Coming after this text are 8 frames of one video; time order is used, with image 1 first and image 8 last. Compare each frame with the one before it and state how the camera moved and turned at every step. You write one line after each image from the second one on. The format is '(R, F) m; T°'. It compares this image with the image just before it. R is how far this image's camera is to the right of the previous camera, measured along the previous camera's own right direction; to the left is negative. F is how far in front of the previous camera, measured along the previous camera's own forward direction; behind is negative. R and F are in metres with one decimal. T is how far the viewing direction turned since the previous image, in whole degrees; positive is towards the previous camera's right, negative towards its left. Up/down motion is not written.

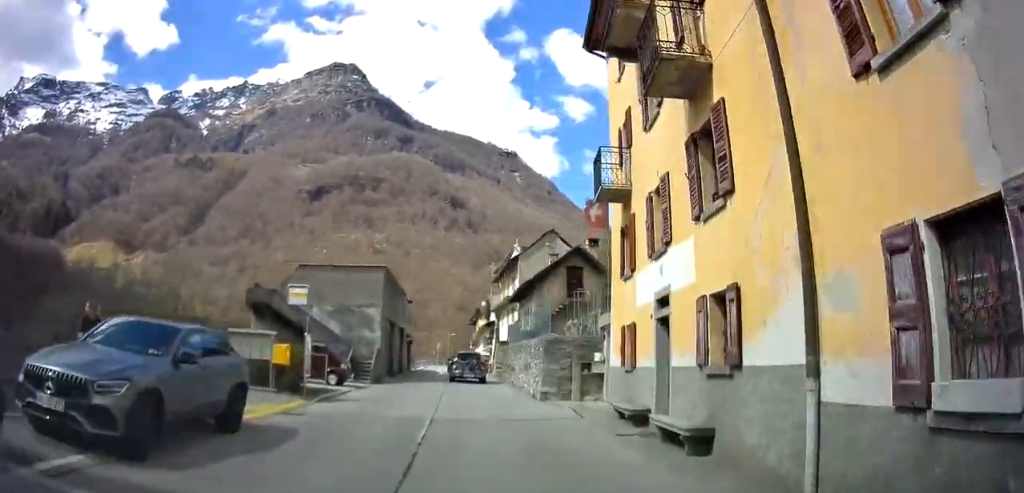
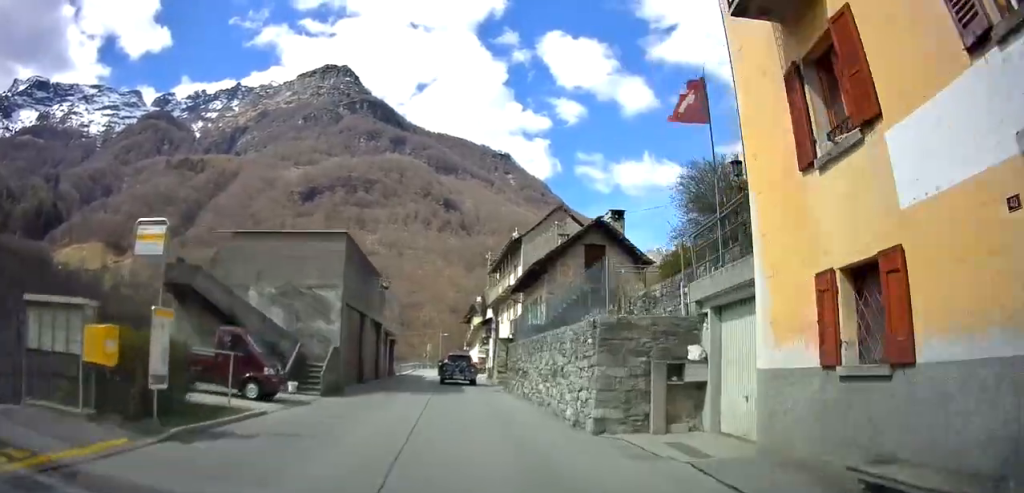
(+0.4, +8.4) m; 0°
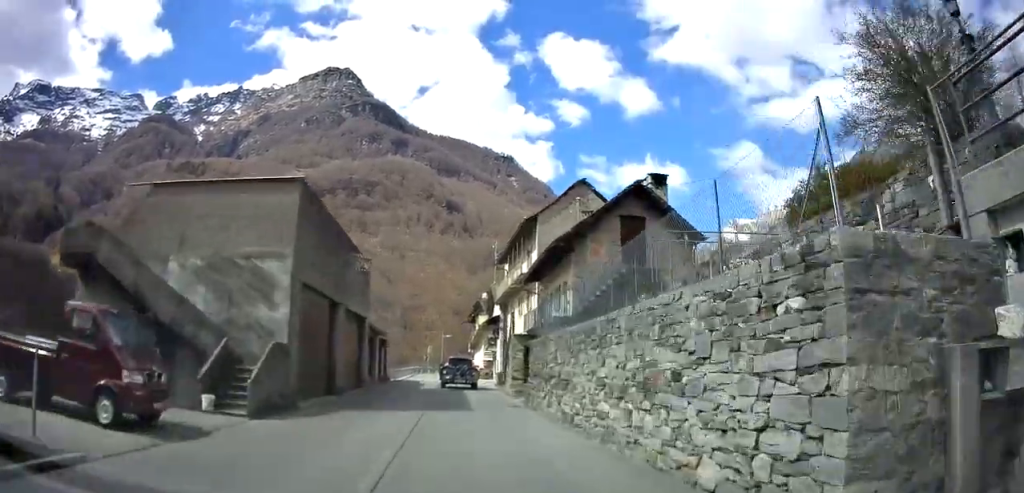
(-0.1, +6.5) m; -1°
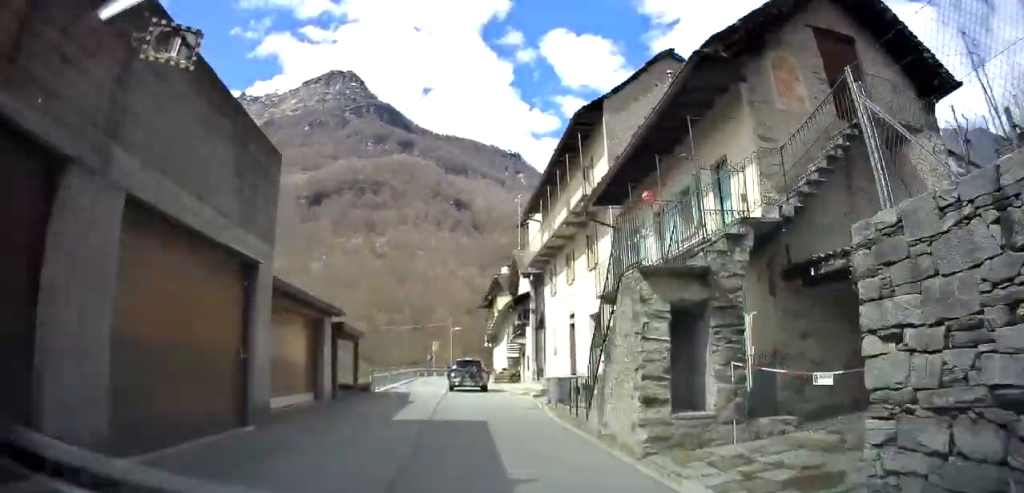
(-0.3, +15.1) m; -1°
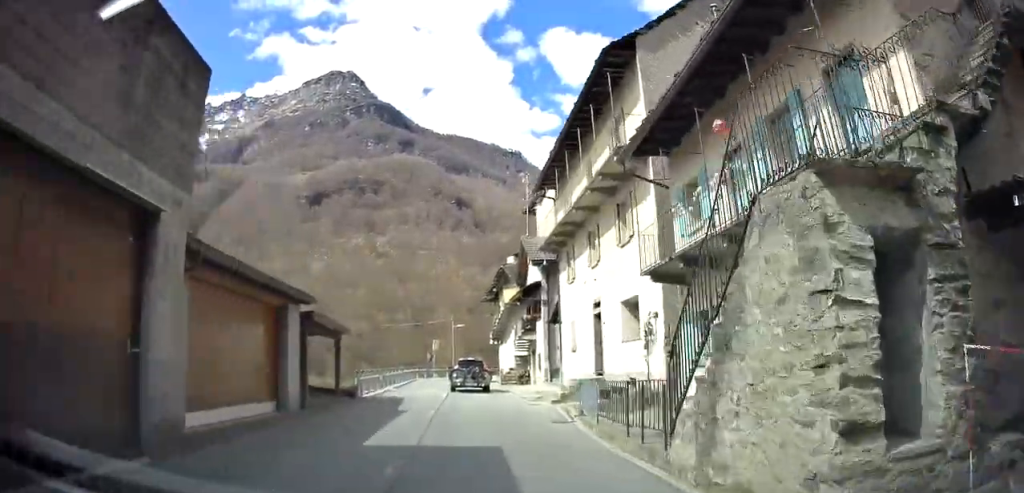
(0.0, +4.4) m; 0°
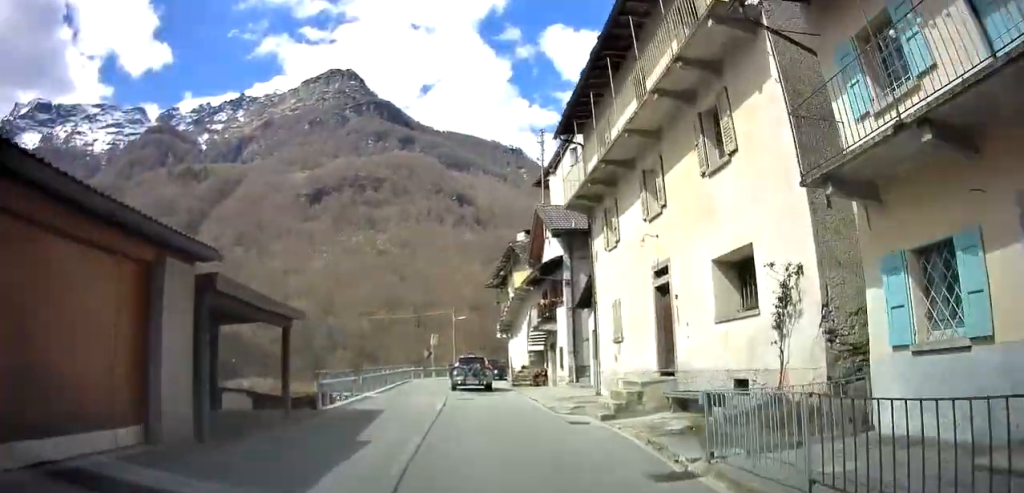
(0.0, +6.4) m; 0°
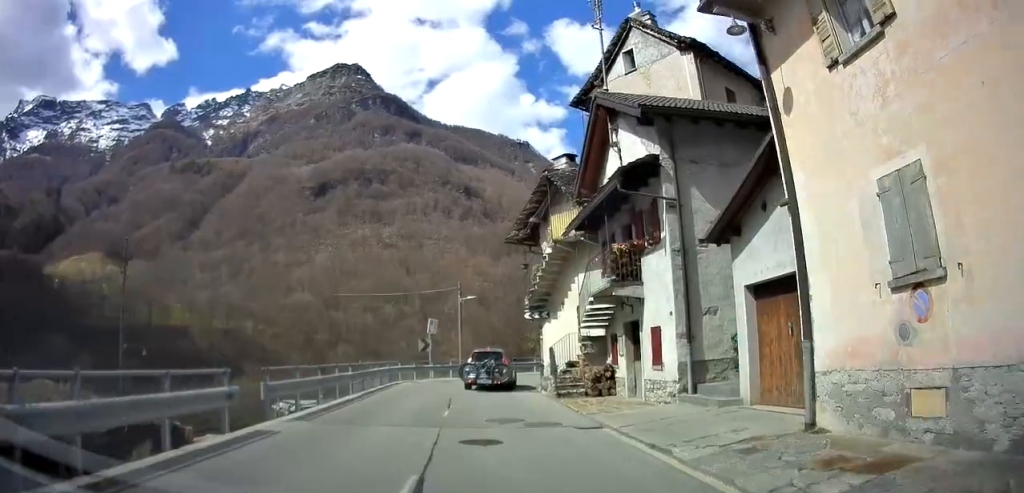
(-0.2, +12.4) m; -2°
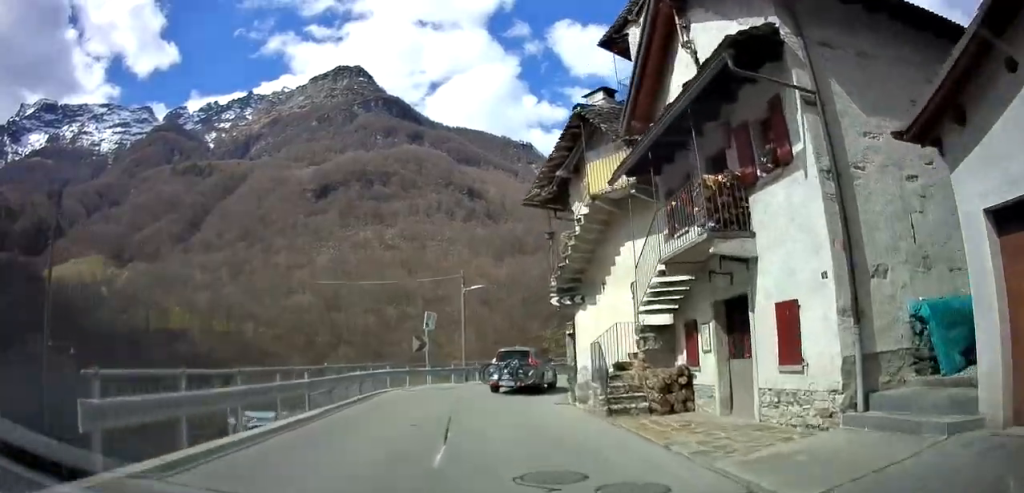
(-0.3, +5.7) m; 0°
